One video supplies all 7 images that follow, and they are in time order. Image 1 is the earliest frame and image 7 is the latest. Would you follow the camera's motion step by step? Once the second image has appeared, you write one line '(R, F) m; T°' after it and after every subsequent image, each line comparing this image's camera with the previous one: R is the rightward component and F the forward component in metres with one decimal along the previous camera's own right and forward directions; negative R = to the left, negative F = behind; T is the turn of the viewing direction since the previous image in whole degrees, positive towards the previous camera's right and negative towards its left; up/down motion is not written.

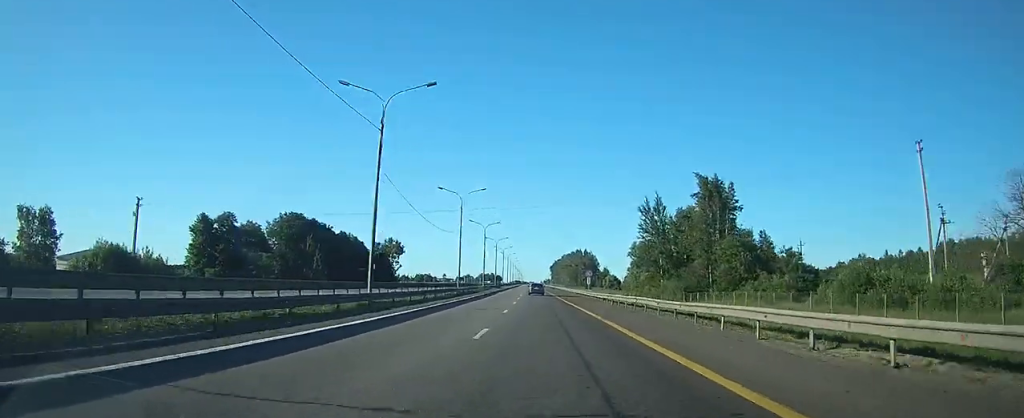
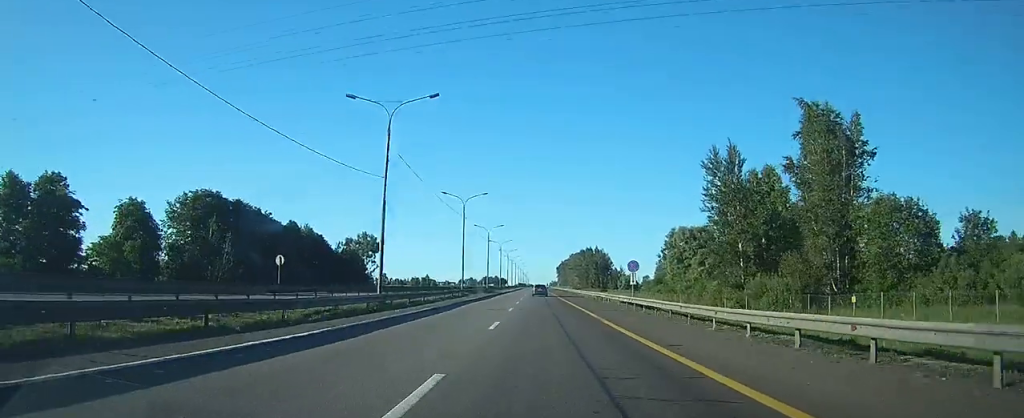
(-0.1, +32.7) m; -1°
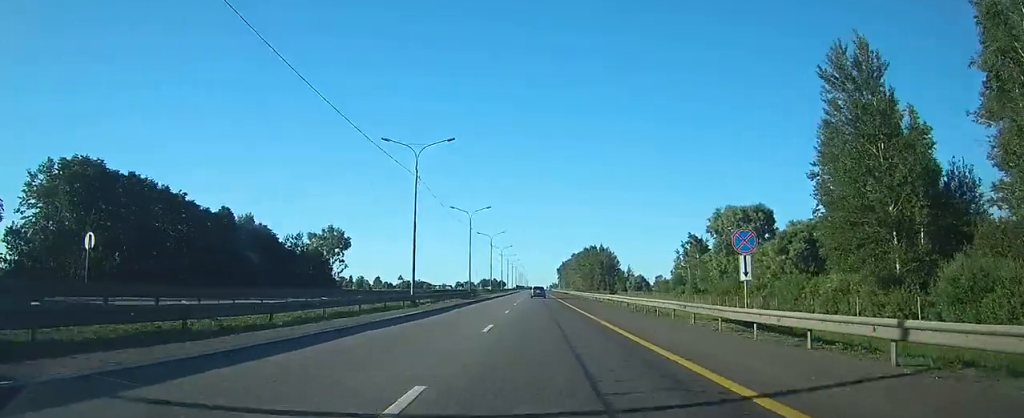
(-0.1, +24.9) m; -1°
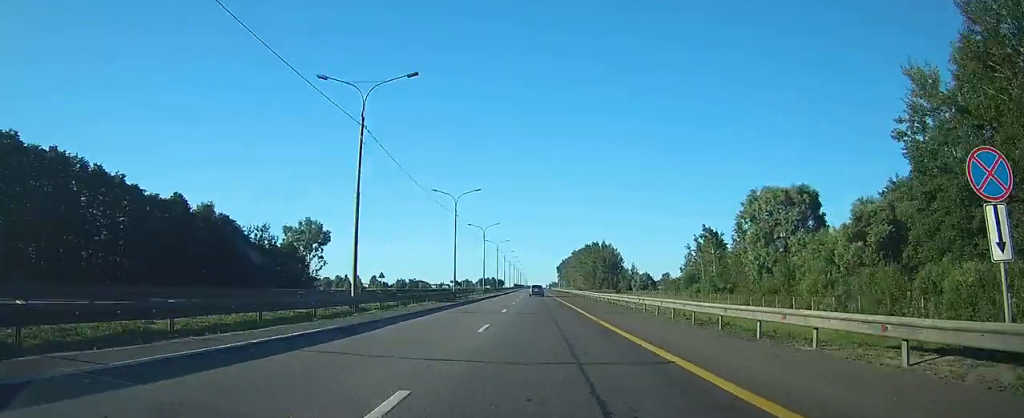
(-0.2, +12.4) m; 0°
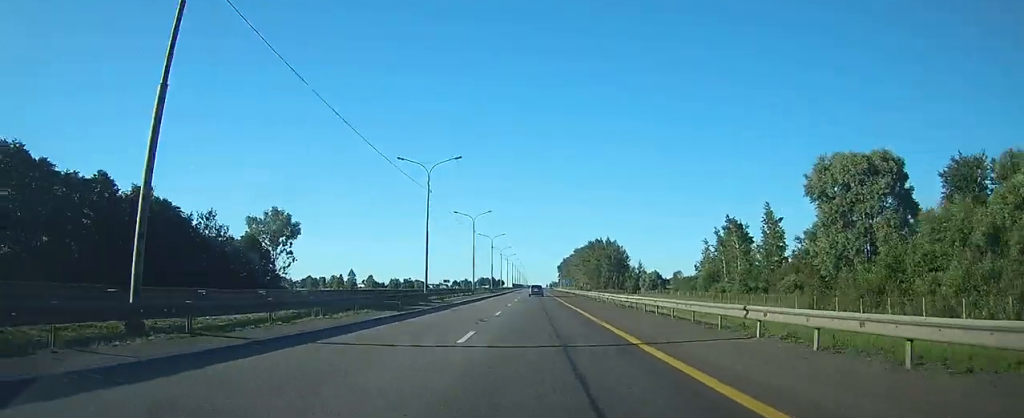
(0.0, +15.2) m; 0°
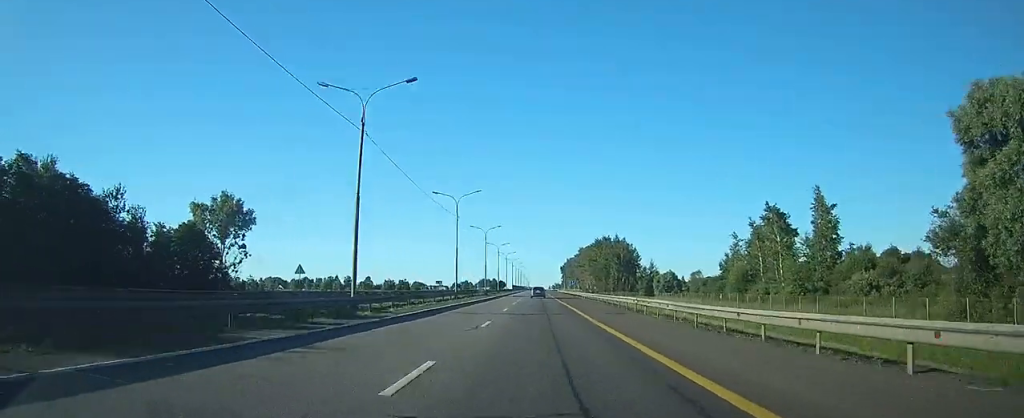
(+0.1, +18.1) m; 0°
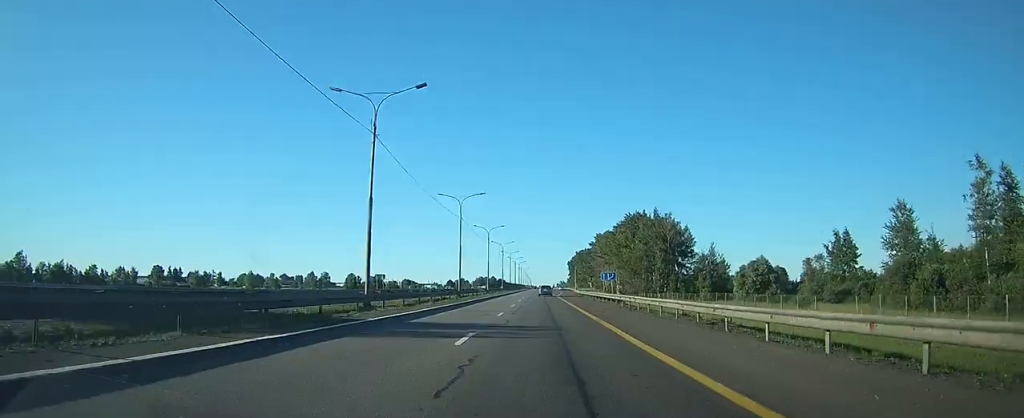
(0.0, +67.9) m; 0°
